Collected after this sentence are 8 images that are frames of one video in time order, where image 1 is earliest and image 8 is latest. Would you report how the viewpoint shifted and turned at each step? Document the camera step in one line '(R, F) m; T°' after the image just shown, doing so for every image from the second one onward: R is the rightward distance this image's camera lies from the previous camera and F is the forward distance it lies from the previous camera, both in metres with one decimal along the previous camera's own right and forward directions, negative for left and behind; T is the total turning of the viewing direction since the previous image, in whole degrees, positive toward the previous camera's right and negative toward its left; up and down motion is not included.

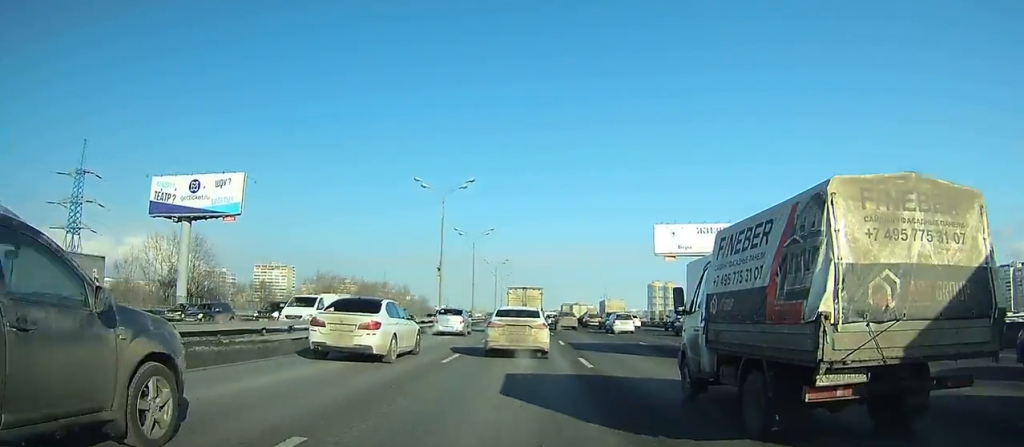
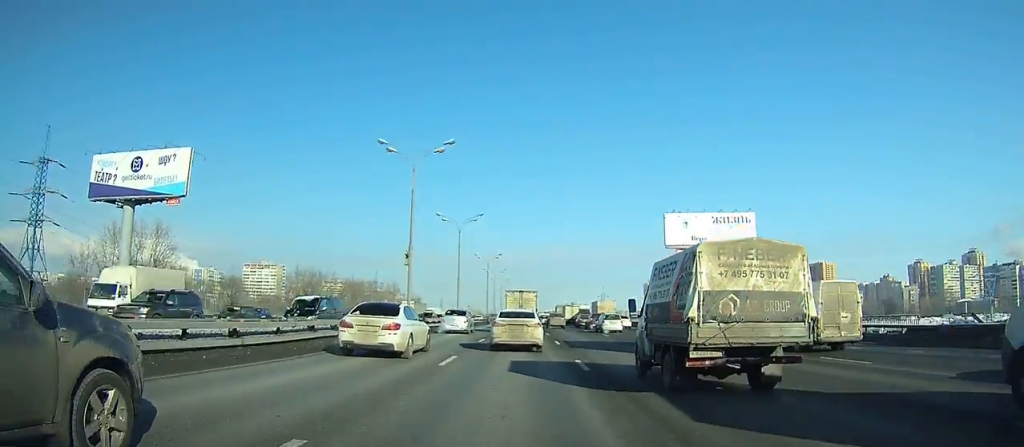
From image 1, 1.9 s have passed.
(0.0, +13.3) m; +1°
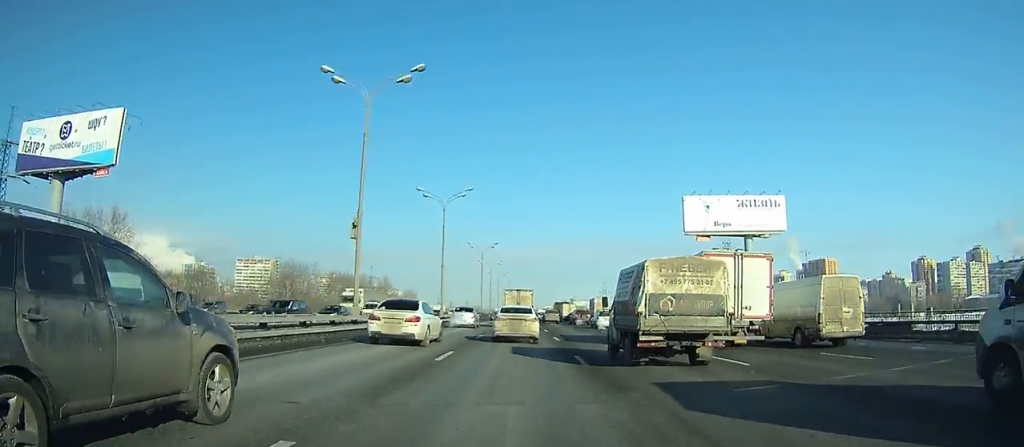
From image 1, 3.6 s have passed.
(+0.1, +12.0) m; +1°
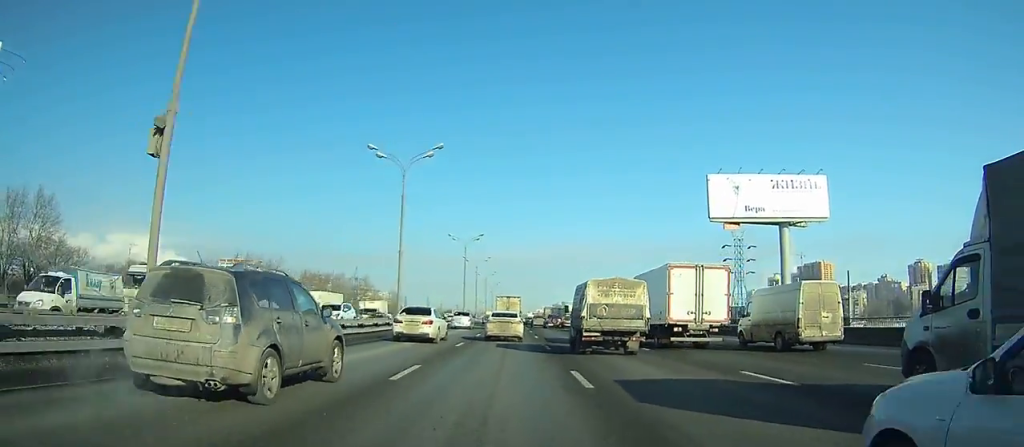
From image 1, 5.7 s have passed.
(+0.2, +16.1) m; +1°
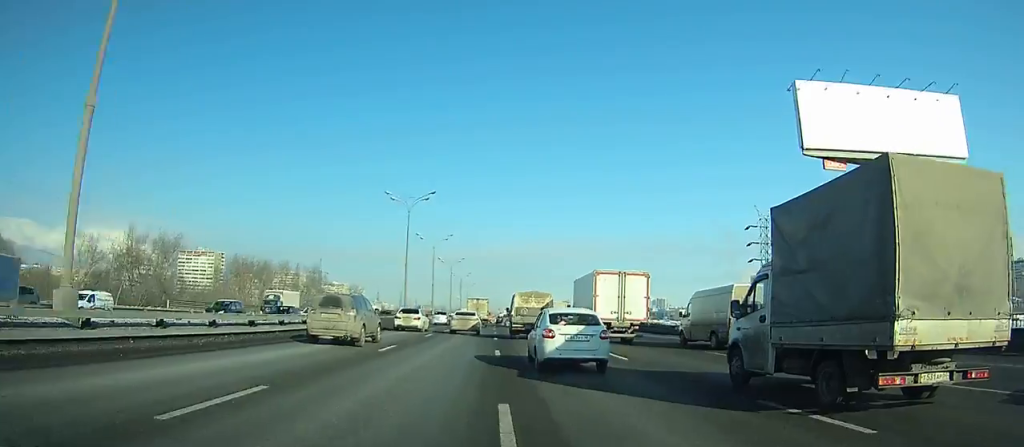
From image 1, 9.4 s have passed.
(+0.5, +31.4) m; +1°
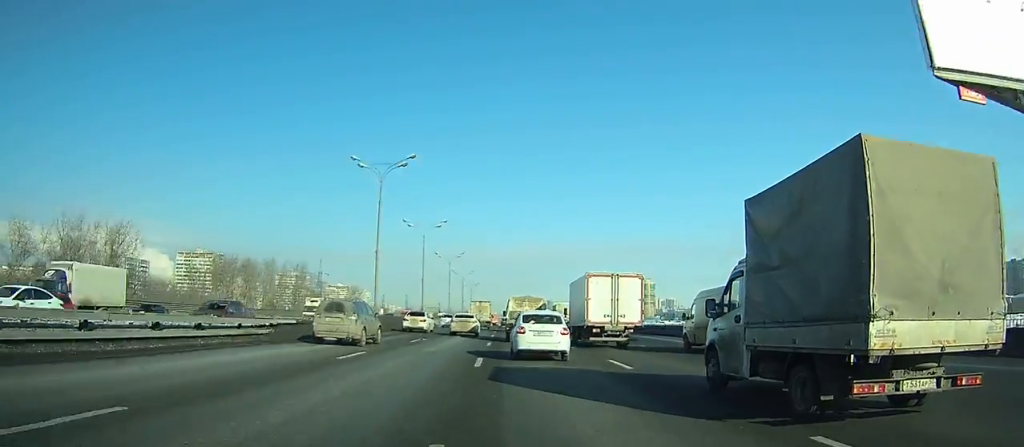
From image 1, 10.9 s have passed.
(0.0, +14.2) m; 0°
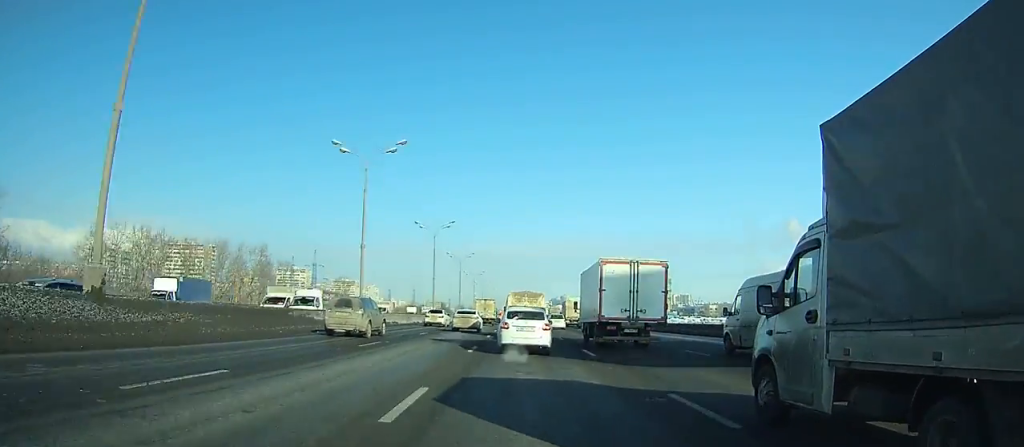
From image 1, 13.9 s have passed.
(-0.1, +30.0) m; 0°
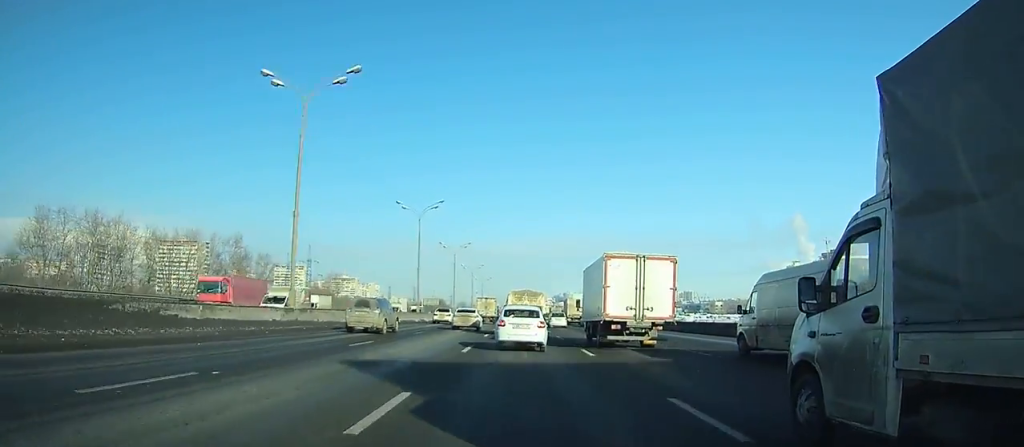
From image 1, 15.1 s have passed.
(0.0, +12.5) m; 0°
